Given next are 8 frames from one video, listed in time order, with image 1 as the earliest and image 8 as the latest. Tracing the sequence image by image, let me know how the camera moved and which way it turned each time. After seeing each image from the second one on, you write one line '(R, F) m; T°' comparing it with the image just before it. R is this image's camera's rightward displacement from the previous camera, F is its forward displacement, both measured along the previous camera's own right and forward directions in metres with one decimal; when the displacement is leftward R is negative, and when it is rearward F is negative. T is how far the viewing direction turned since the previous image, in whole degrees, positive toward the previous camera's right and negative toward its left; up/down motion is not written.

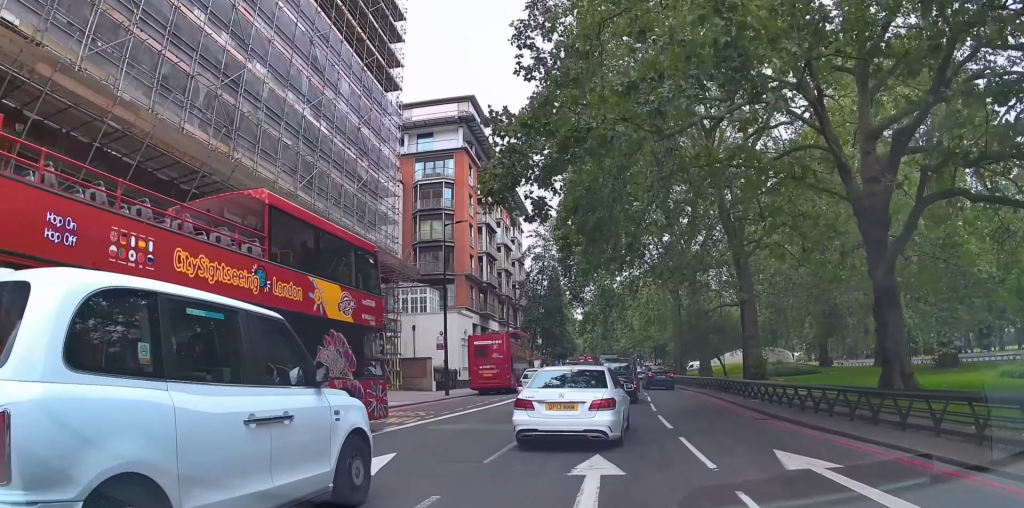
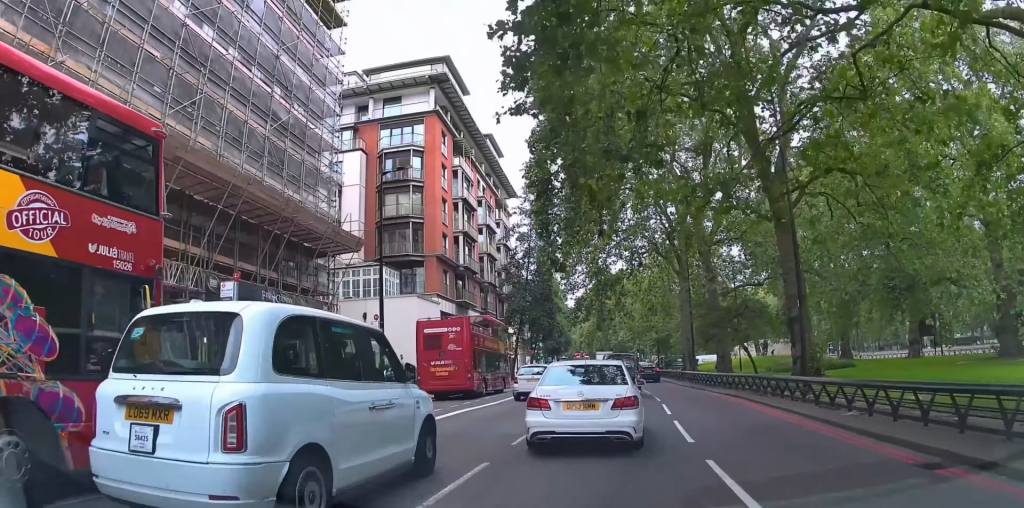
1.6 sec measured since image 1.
(-0.3, +10.0) m; -1°
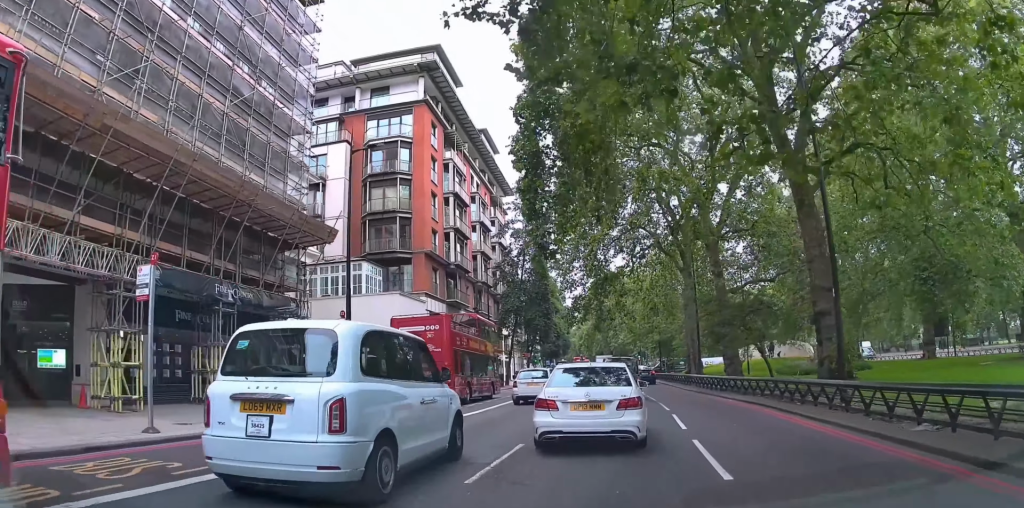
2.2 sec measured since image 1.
(0.0, +3.4) m; 0°
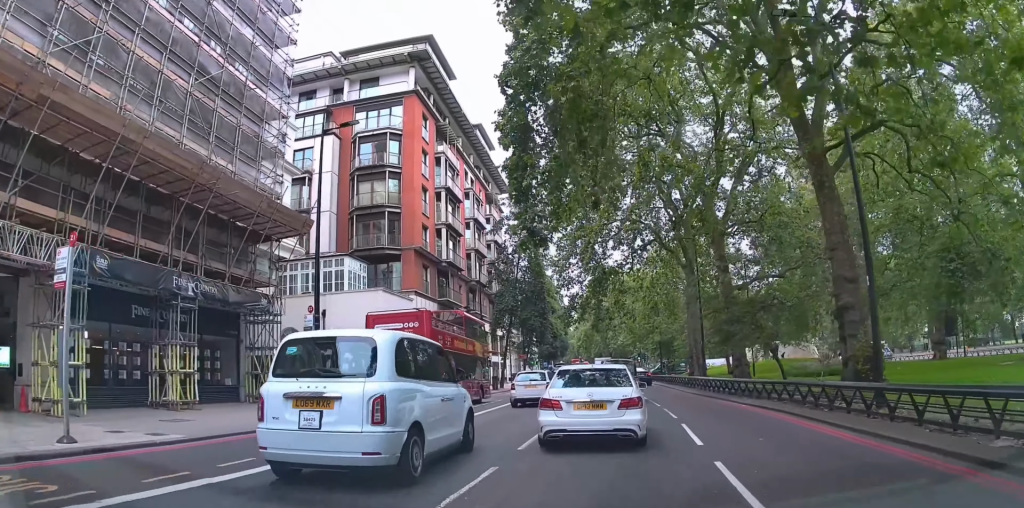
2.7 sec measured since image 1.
(0.0, +2.4) m; 0°
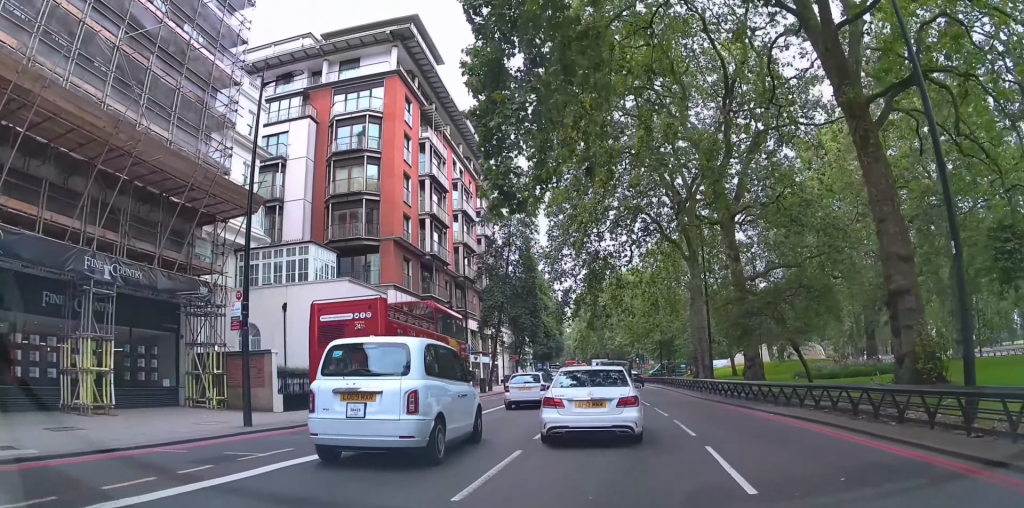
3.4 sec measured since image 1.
(0.0, +3.9) m; 0°
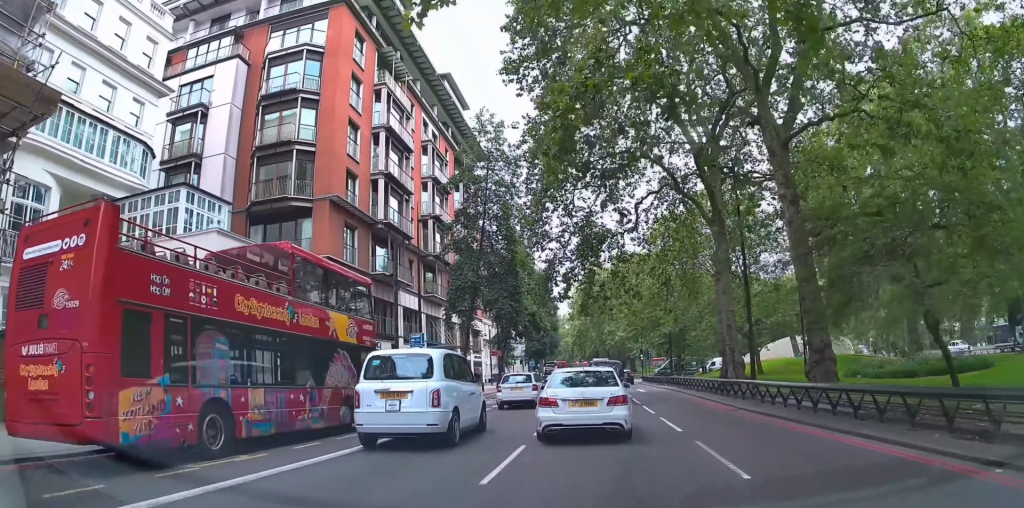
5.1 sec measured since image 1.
(-0.1, +9.6) m; -1°
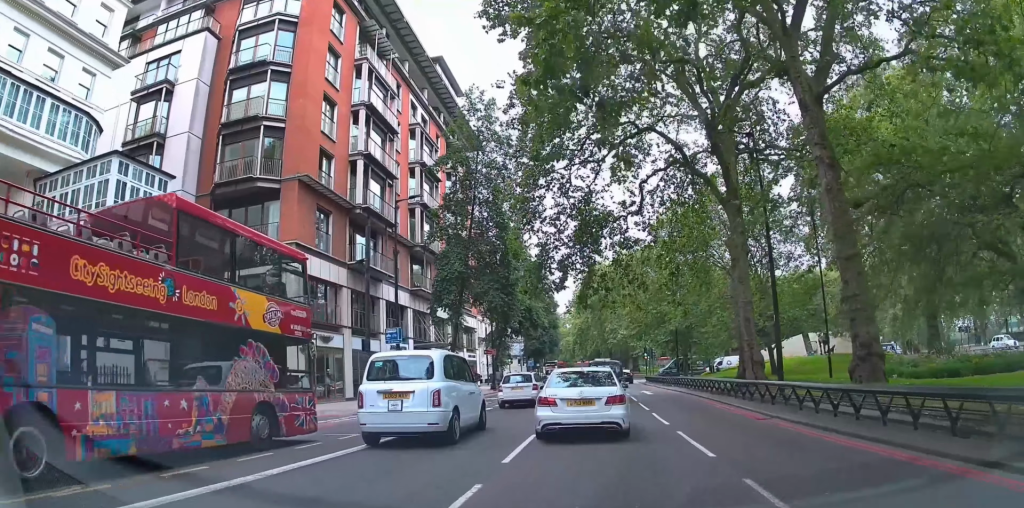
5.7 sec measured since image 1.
(0.0, +3.6) m; 0°
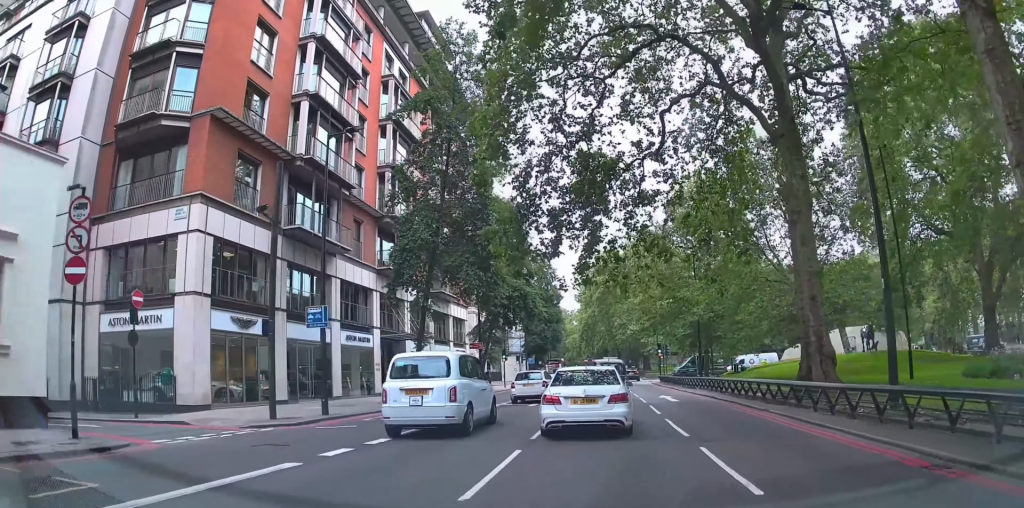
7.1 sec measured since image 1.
(0.0, +7.8) m; 0°
